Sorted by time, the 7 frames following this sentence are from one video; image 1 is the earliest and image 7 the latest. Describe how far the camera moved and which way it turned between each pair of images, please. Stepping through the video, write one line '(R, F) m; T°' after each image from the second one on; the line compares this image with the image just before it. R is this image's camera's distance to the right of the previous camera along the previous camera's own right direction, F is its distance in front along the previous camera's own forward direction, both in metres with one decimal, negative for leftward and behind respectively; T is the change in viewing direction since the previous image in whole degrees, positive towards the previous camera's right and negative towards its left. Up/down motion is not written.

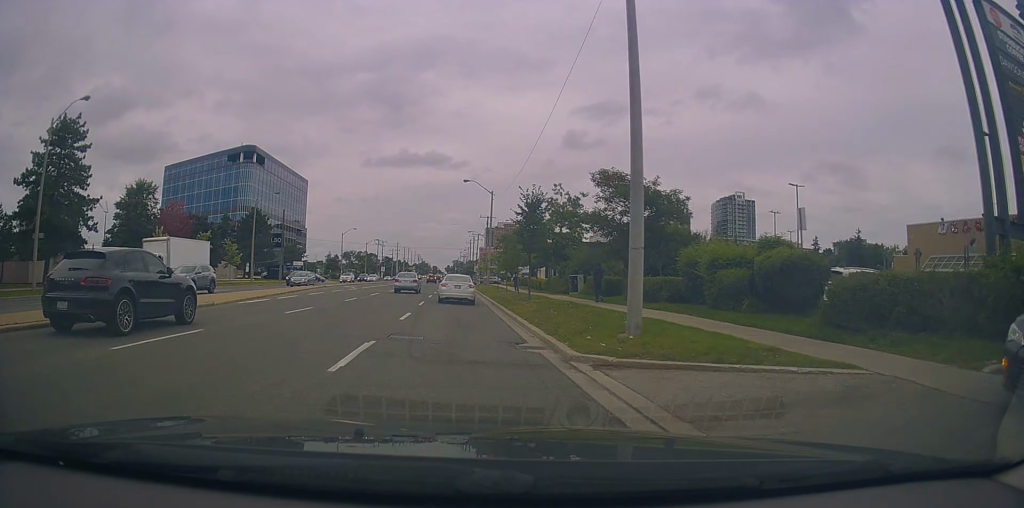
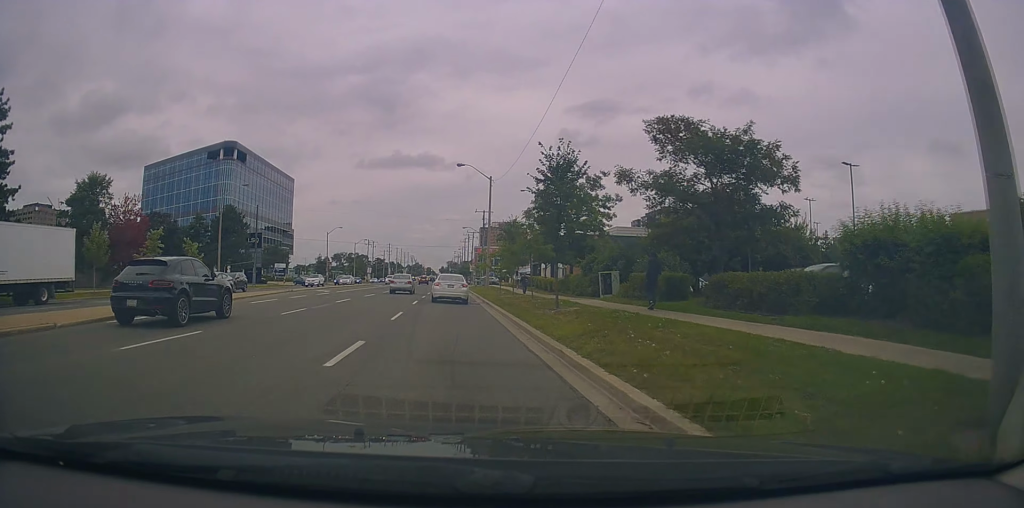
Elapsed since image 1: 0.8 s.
(+0.2, +8.4) m; +2°
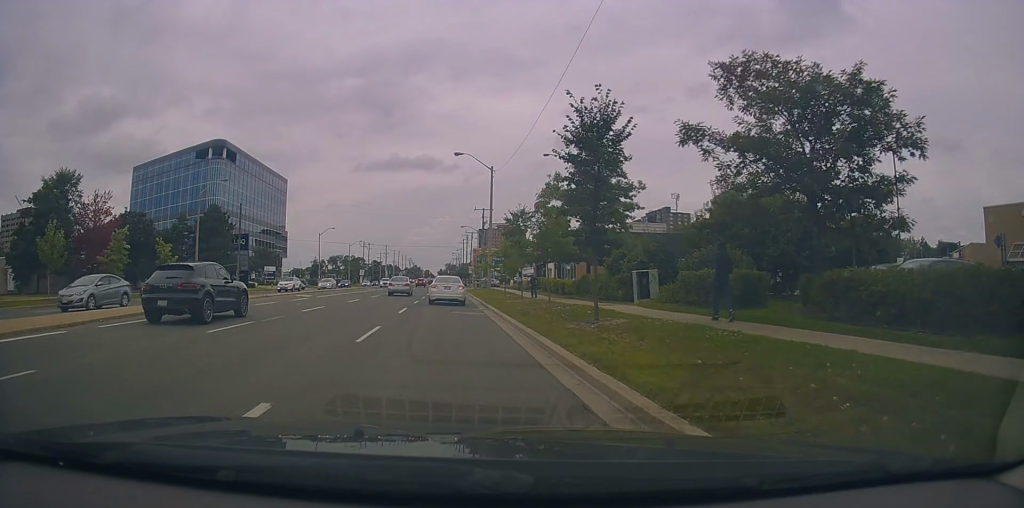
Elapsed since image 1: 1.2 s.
(+0.3, +5.2) m; -1°
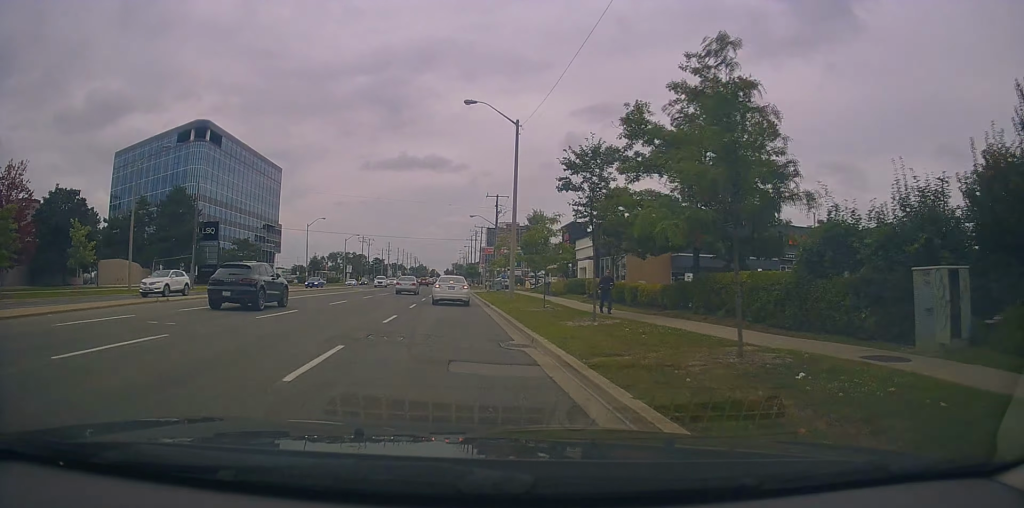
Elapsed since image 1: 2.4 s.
(-0.9, +13.7) m; -2°
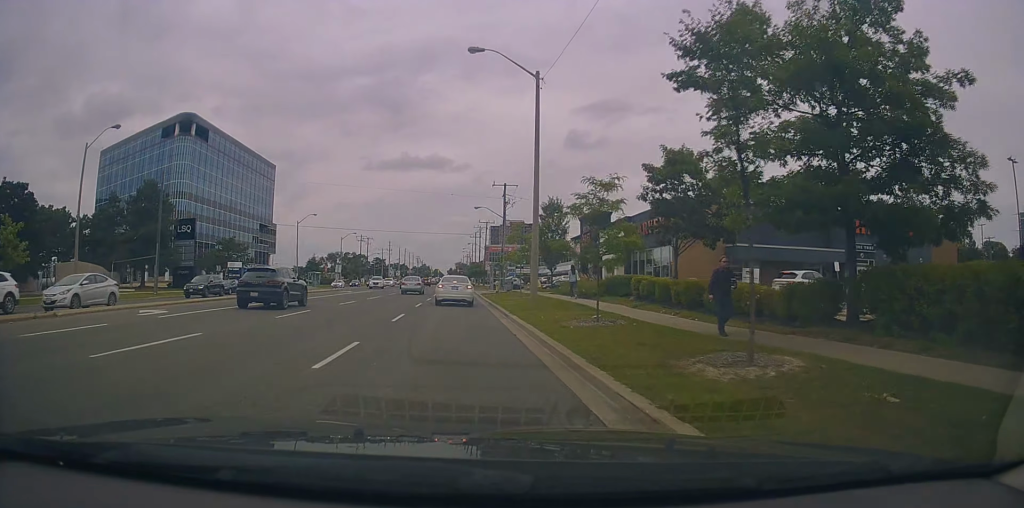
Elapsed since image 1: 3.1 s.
(+0.3, +7.7) m; +2°
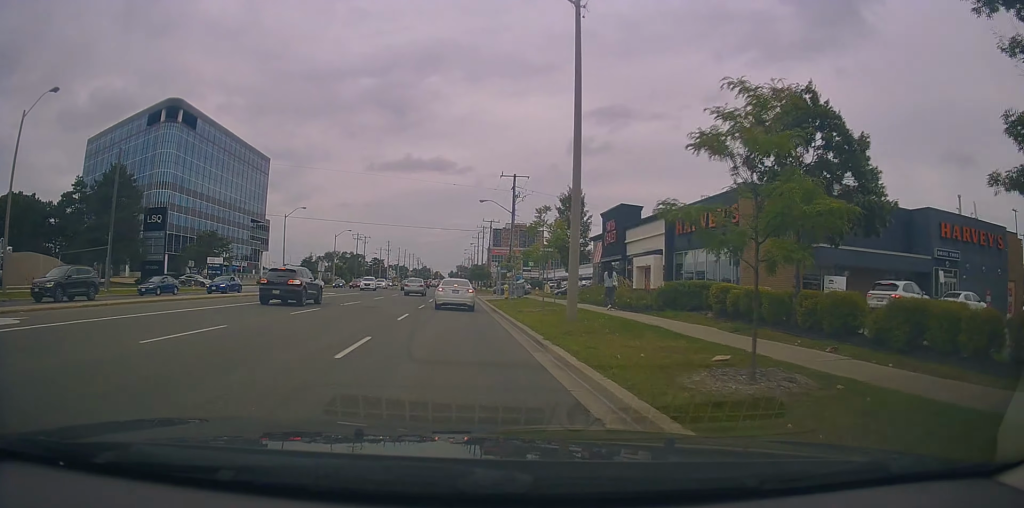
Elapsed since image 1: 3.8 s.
(+0.2, +7.8) m; +2°
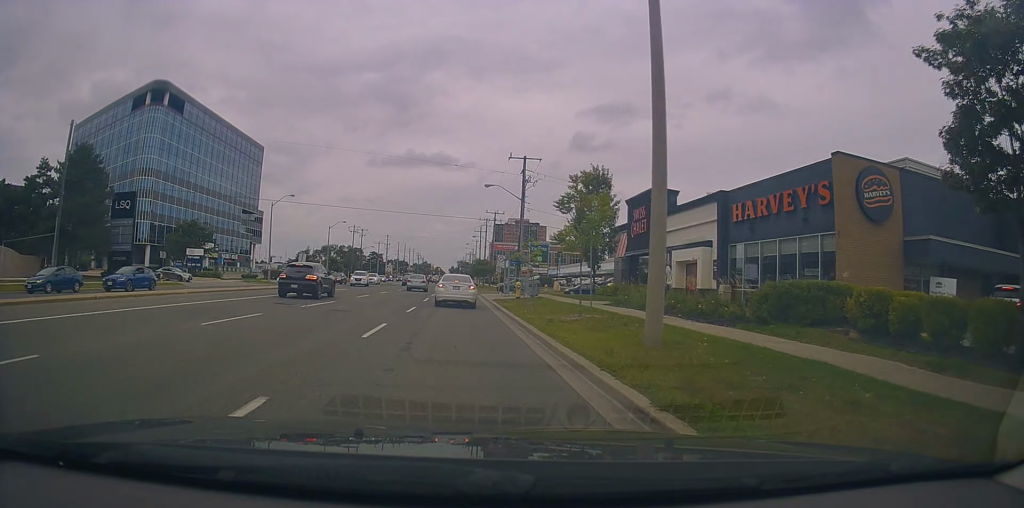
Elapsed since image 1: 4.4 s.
(0.0, +7.0) m; 0°
